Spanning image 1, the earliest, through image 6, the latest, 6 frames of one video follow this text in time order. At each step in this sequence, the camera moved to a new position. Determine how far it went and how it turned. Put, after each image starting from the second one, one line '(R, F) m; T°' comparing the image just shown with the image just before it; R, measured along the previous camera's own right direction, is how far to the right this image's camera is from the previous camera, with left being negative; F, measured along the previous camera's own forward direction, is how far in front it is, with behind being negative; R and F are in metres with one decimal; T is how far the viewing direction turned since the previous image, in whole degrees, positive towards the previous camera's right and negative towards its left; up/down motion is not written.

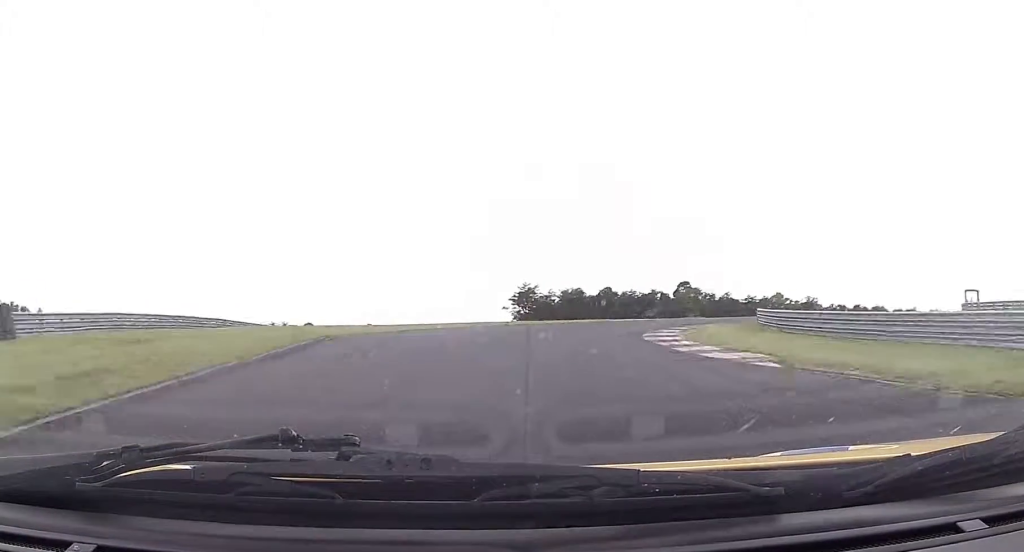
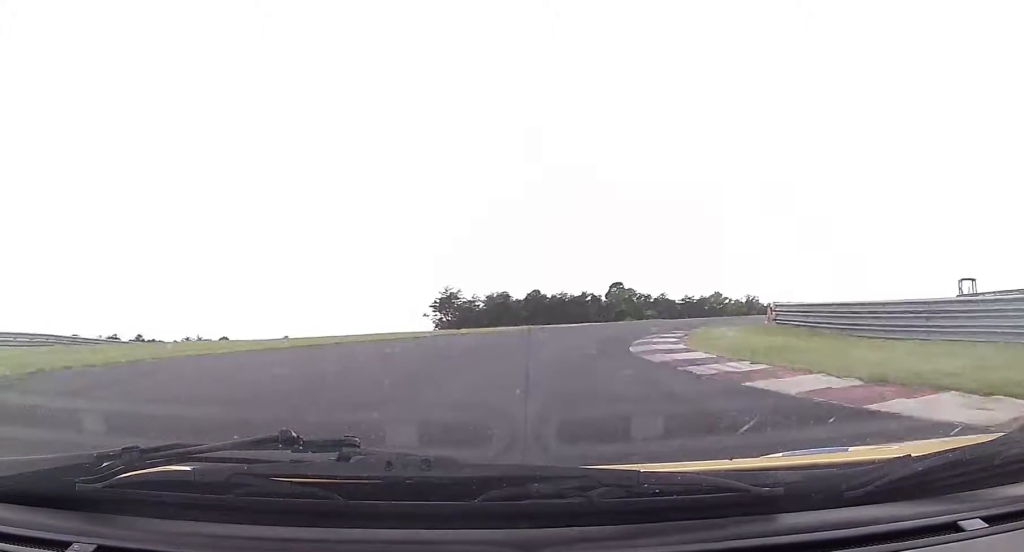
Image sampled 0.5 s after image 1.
(+0.1, +12.6) m; +6°
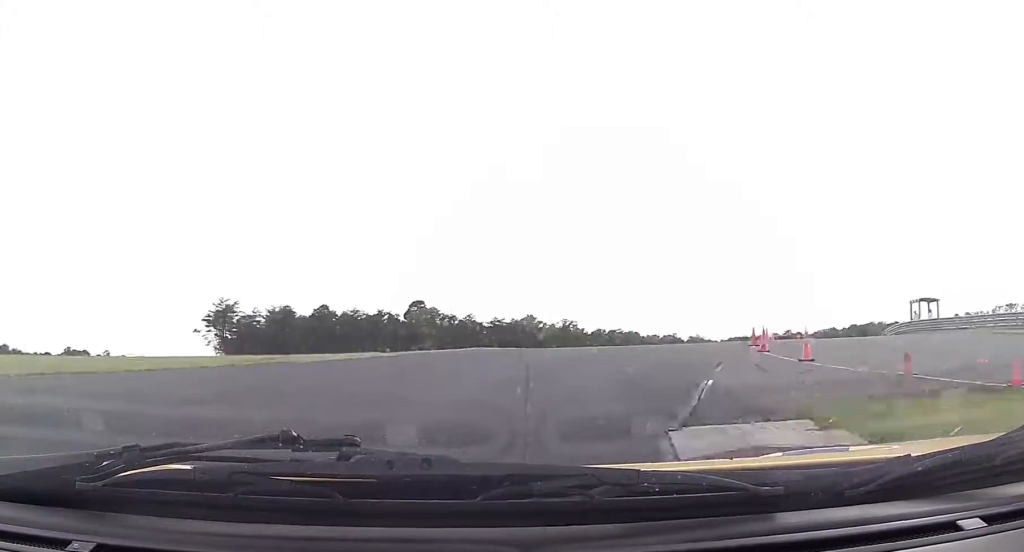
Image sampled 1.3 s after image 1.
(+2.4, +22.4) m; +14°
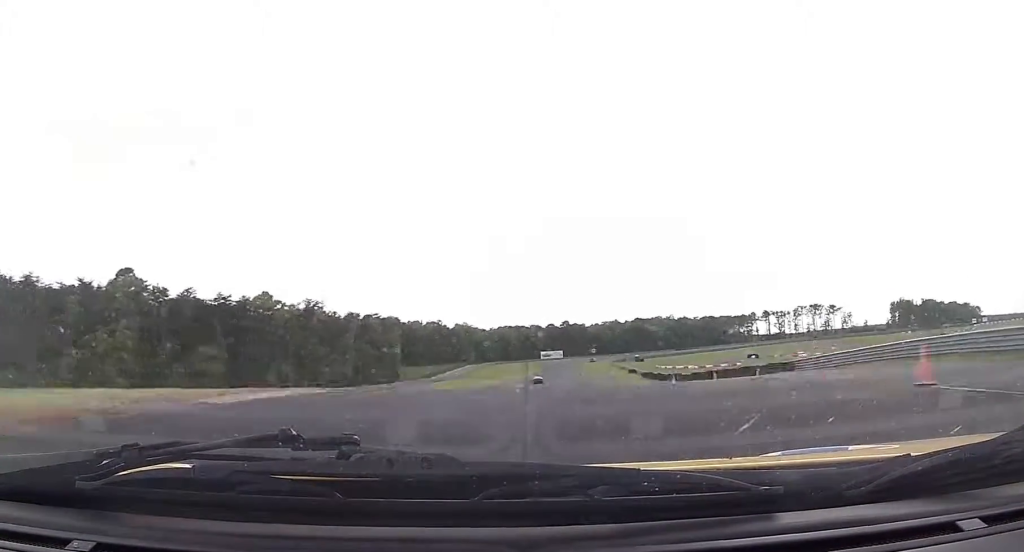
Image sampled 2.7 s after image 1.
(+7.2, +37.1) m; +15°
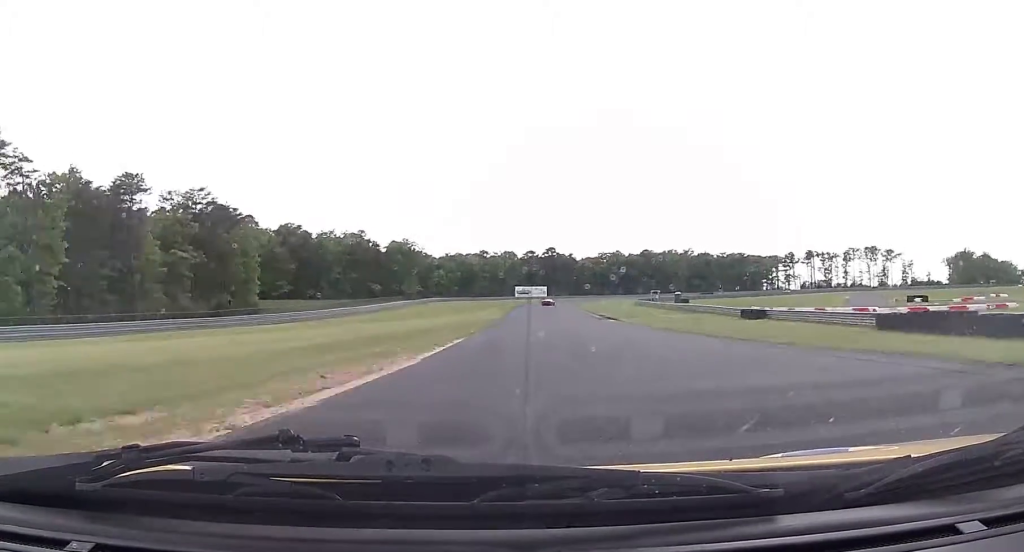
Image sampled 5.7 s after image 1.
(+6.2, +100.7) m; +4°
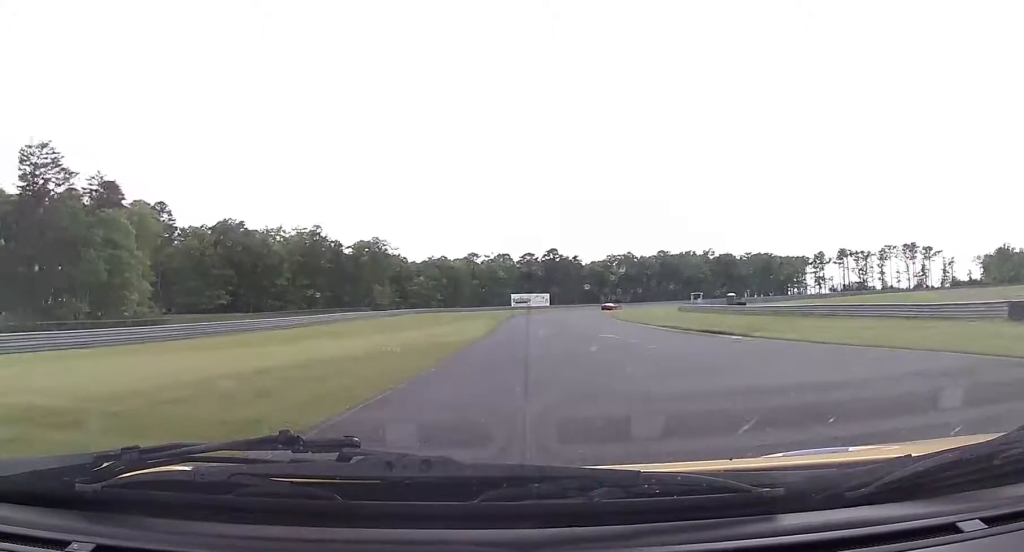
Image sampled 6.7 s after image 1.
(+0.1, +37.2) m; +1°
